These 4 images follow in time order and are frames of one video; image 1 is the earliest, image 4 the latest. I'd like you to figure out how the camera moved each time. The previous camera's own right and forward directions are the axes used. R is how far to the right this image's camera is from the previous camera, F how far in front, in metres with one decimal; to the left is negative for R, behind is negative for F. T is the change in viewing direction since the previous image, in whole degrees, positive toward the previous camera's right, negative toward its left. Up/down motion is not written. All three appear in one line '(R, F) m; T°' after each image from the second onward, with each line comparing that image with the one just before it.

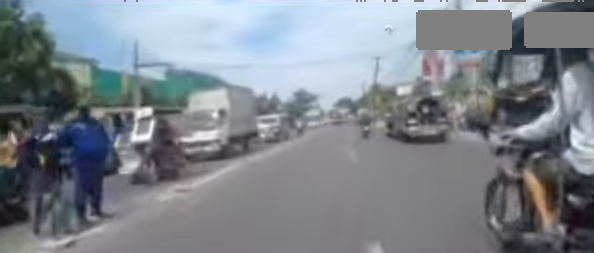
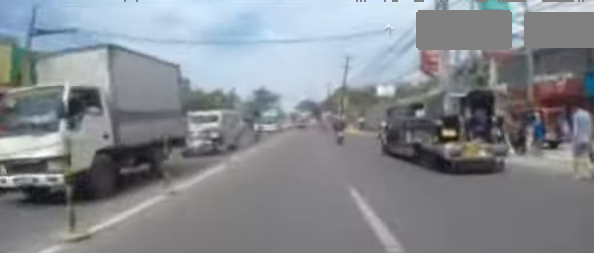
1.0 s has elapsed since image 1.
(-0.3, +6.3) m; -1°
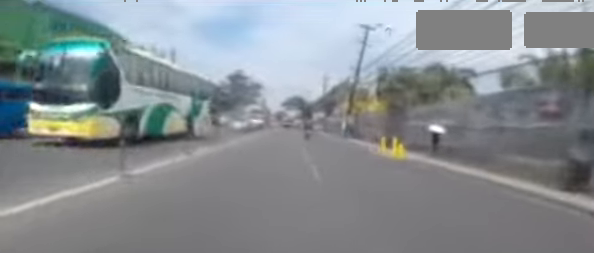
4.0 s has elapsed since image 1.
(+0.9, +21.5) m; +2°
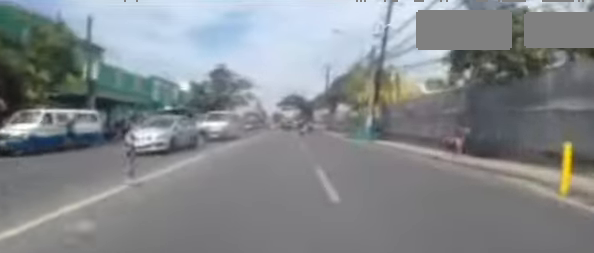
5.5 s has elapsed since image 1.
(-0.5, +10.6) m; -4°
